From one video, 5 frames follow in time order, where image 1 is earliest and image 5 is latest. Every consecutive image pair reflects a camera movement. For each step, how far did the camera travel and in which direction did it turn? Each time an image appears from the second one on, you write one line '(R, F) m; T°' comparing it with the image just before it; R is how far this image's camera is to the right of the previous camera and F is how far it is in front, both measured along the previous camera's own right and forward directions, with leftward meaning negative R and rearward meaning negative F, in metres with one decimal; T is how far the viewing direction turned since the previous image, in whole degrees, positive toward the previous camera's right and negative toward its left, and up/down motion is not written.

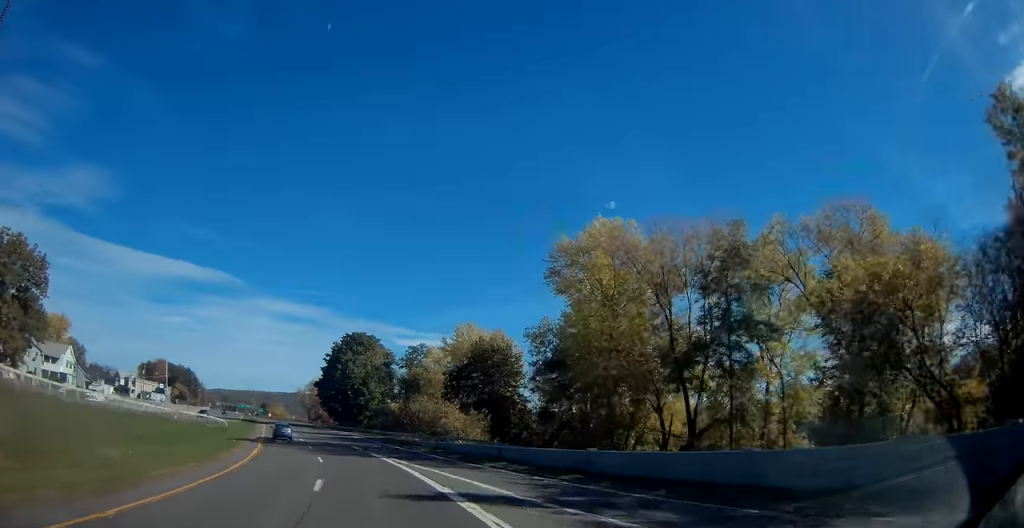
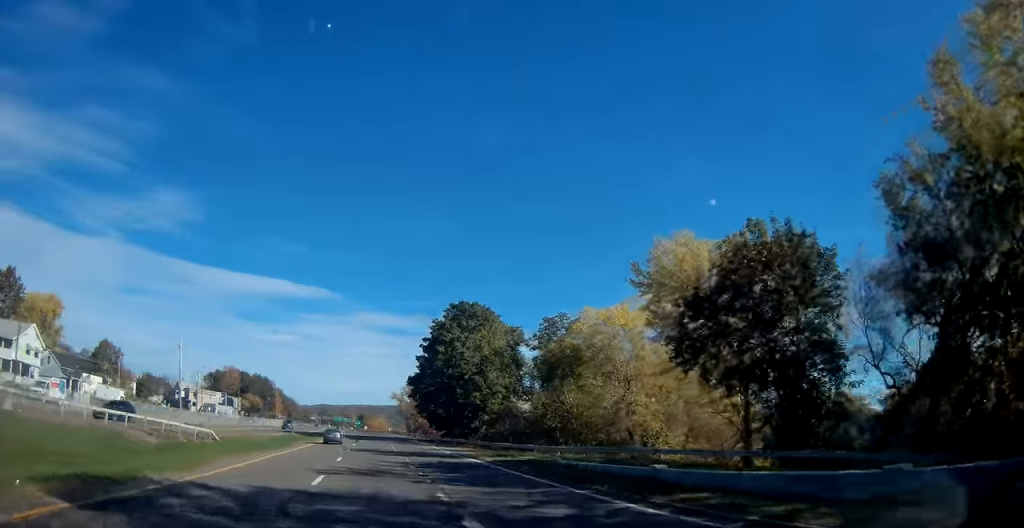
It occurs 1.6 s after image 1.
(-3.9, +34.8) m; -11°
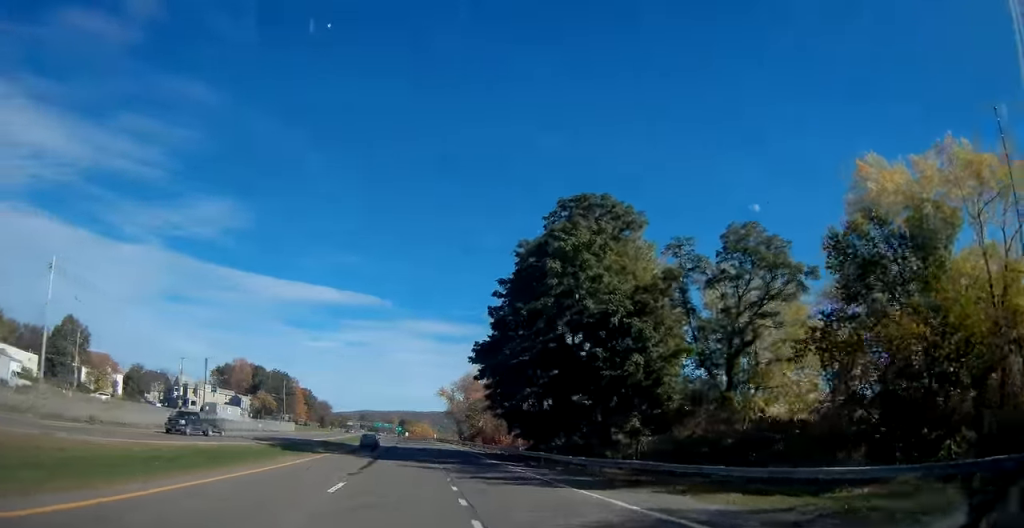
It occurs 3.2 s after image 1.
(-2.7, +43.4) m; -6°
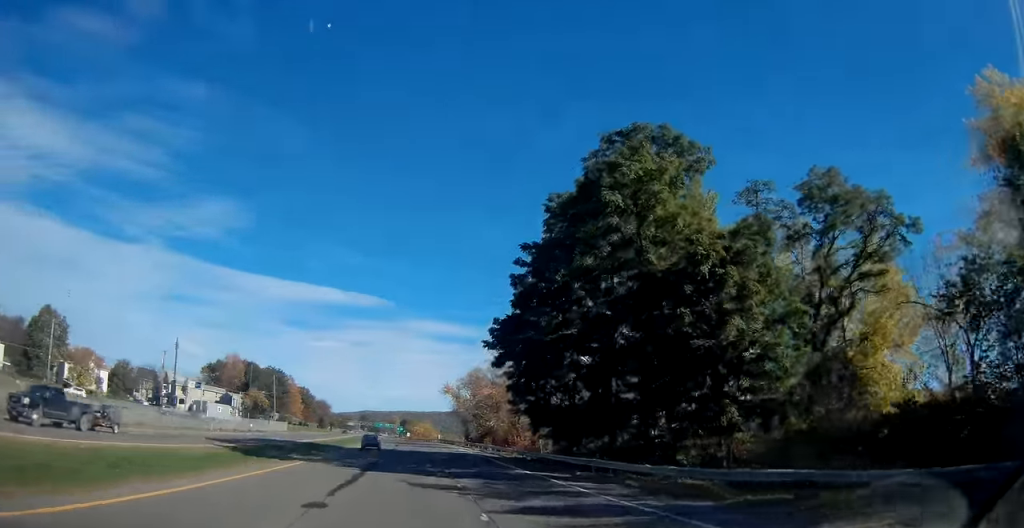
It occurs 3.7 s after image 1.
(-0.3, +11.3) m; -1°
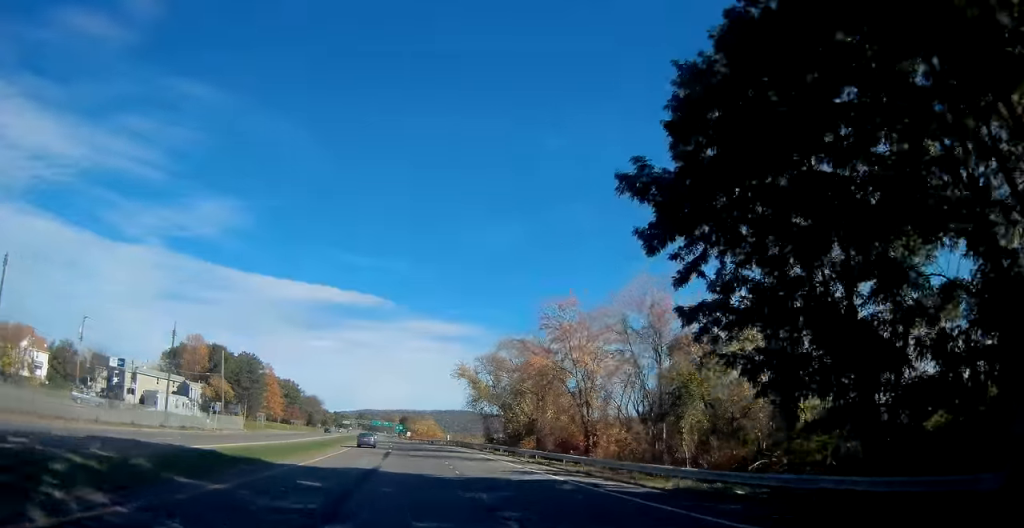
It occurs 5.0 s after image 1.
(-0.4, +32.8) m; -1°
